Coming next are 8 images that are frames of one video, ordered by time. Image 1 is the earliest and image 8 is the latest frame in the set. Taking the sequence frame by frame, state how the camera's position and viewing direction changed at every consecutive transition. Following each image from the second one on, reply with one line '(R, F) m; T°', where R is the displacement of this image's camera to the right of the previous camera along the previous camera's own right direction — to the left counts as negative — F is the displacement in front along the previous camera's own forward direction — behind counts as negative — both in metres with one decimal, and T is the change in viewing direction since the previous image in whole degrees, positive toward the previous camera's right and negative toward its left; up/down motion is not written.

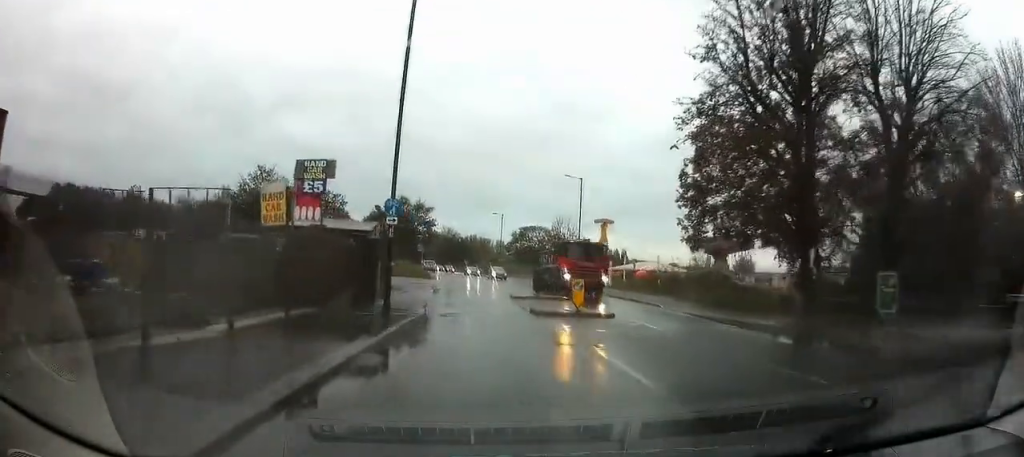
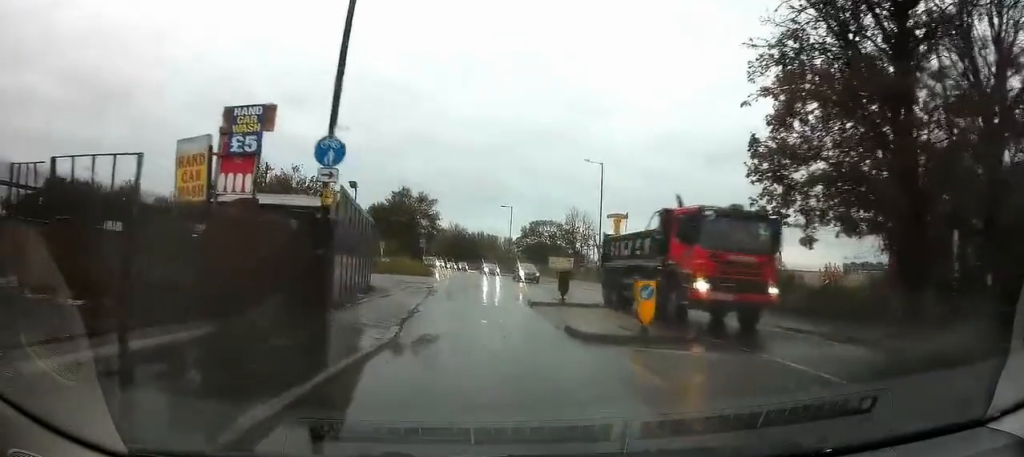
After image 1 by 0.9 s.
(-0.4, +6.8) m; -1°
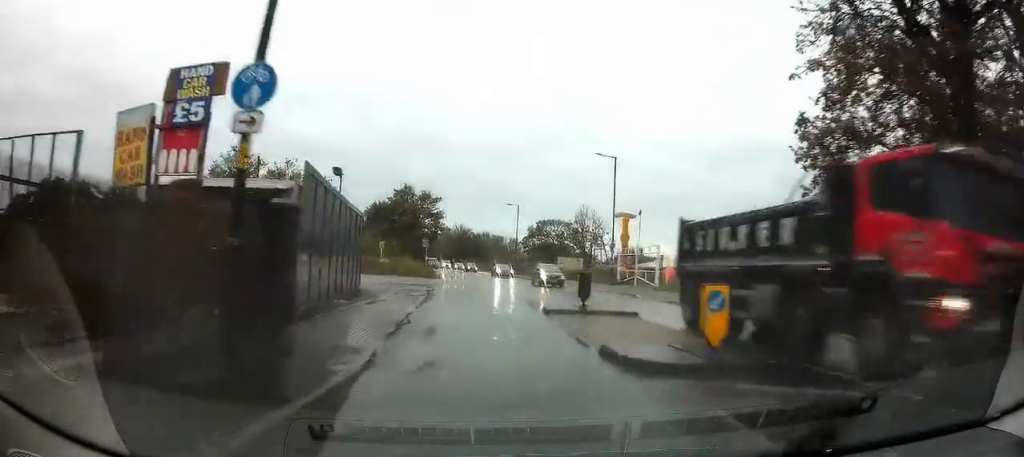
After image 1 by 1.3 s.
(+0.2, +3.0) m; -1°
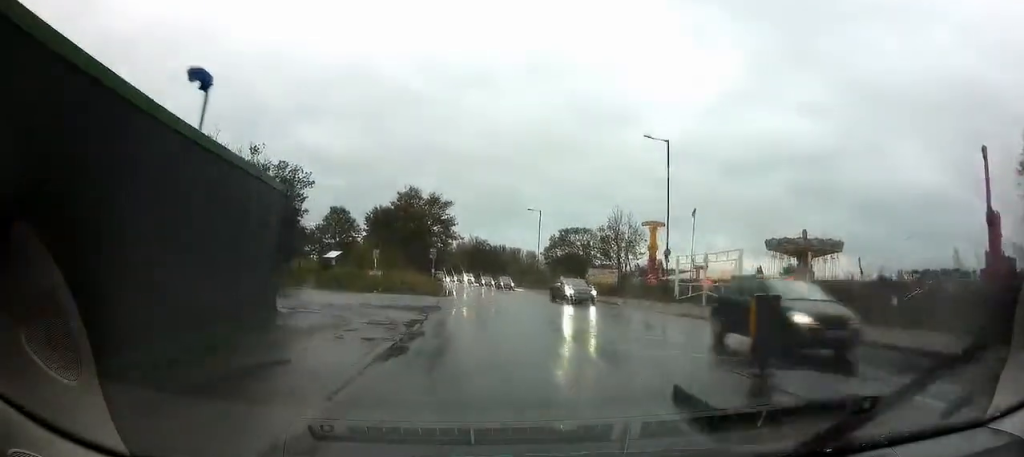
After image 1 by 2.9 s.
(-0.4, +9.9) m; -2°
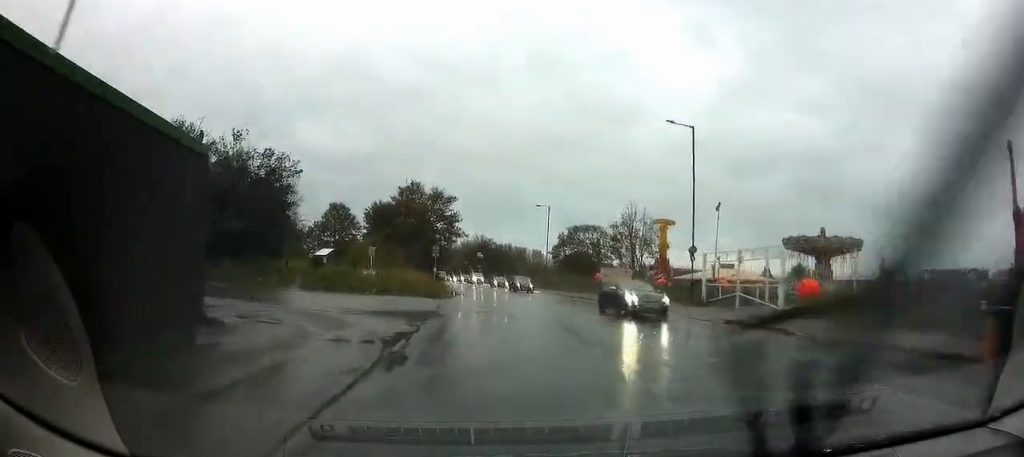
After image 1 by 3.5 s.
(+0.2, +3.5) m; -1°
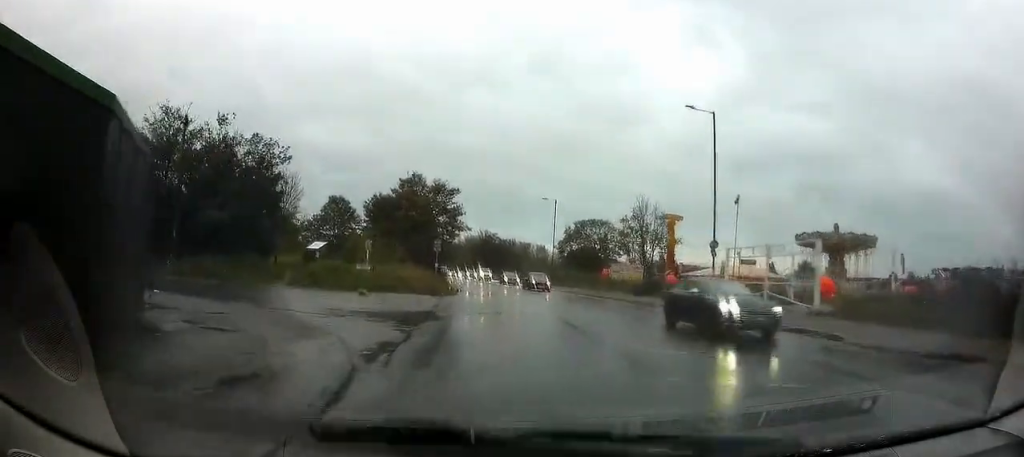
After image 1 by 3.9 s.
(+0.2, +2.7) m; -1°
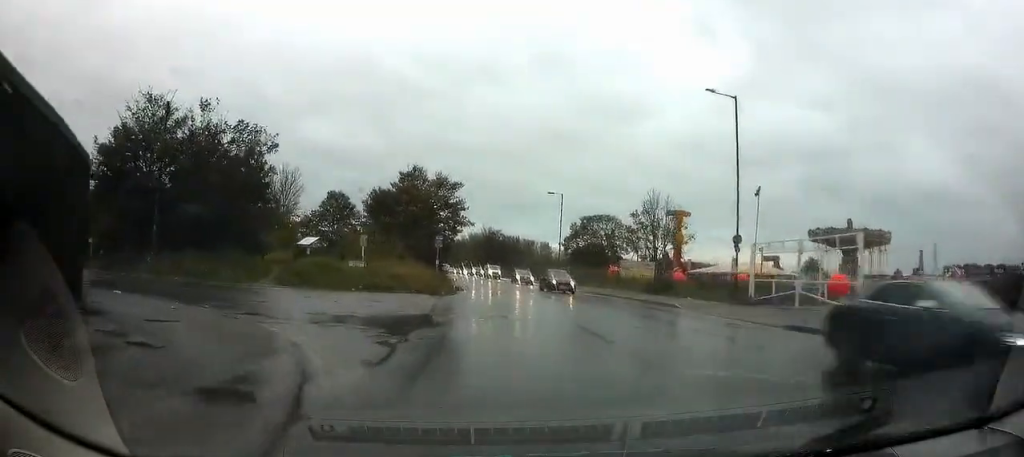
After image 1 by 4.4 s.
(-0.3, +2.5) m; -3°
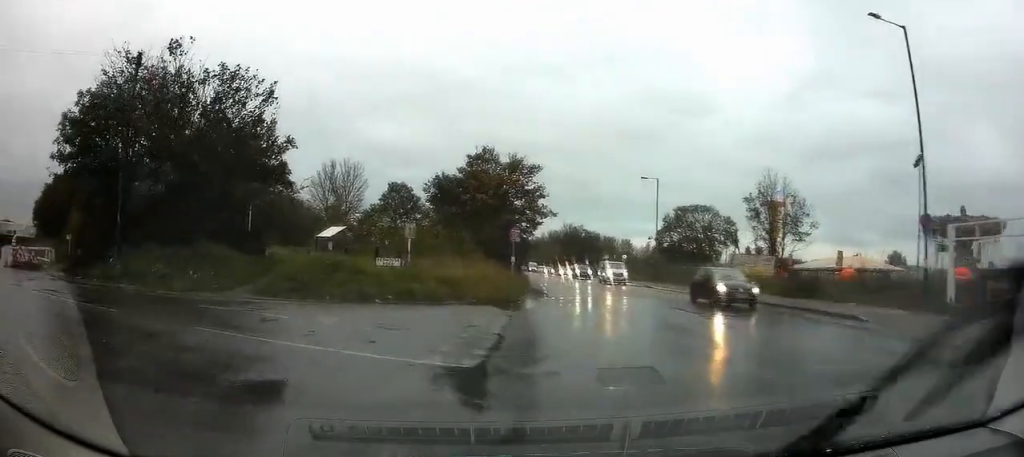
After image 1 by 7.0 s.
(-0.8, +9.6) m; -12°
